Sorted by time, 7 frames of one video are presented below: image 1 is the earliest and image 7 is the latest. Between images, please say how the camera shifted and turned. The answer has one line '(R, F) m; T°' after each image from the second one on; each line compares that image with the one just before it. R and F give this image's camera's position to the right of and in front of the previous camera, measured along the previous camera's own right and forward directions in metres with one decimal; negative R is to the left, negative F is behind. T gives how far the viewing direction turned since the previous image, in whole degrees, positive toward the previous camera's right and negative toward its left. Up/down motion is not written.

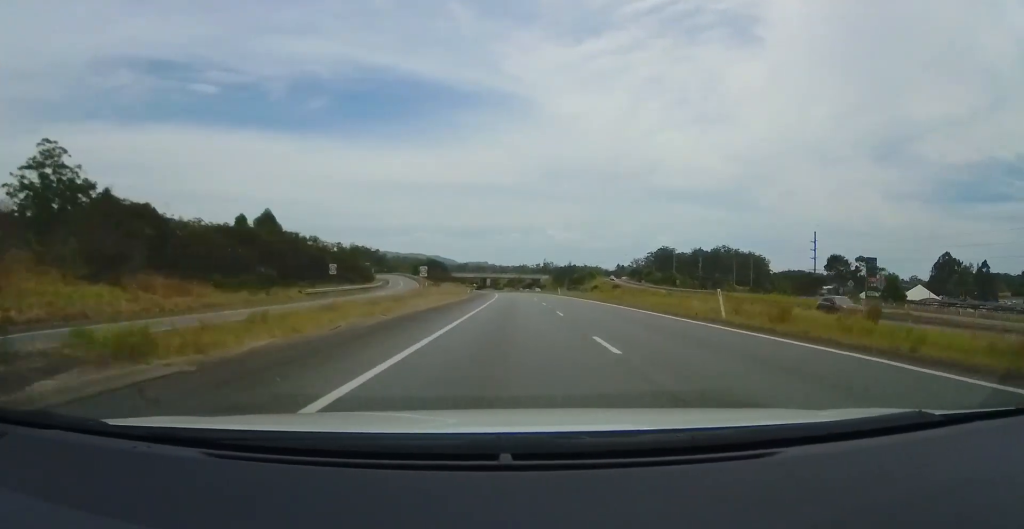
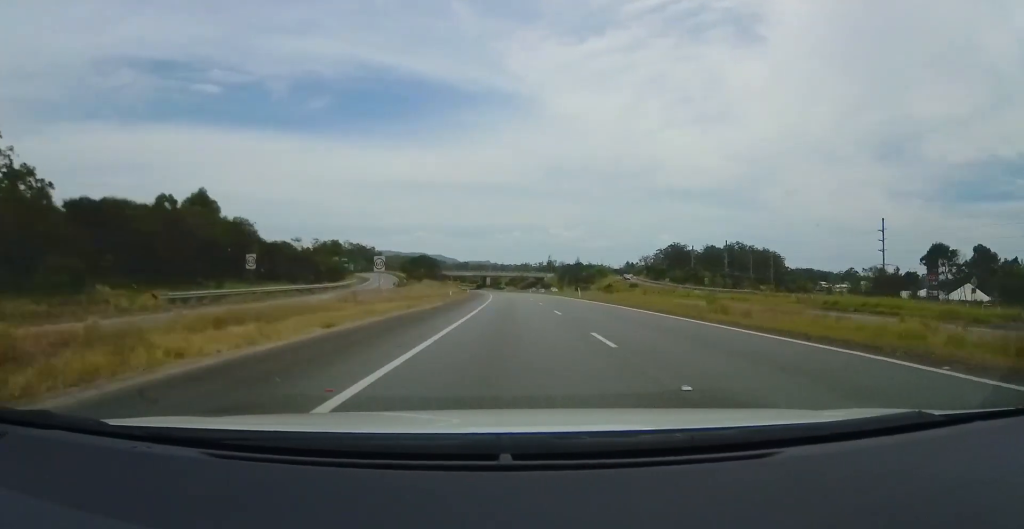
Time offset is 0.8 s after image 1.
(-0.2, +23.0) m; 0°
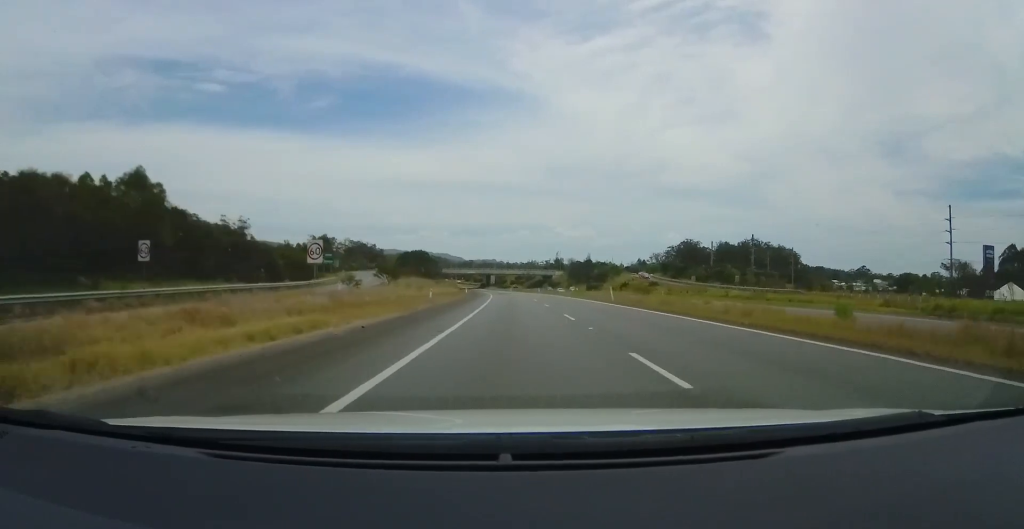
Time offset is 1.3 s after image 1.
(+0.2, +15.8) m; -1°
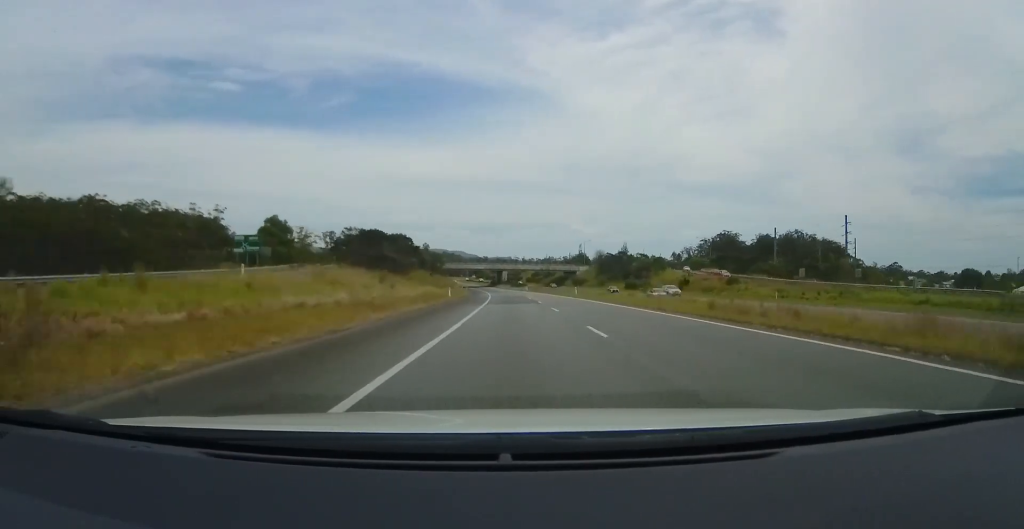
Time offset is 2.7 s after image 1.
(-0.8, +42.2) m; -4°
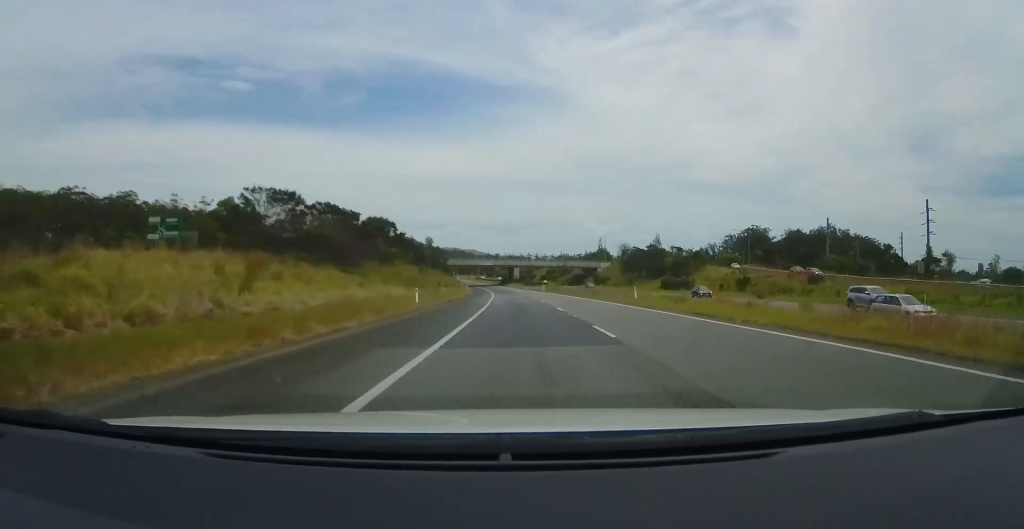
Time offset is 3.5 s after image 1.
(-0.7, +23.9) m; -1°
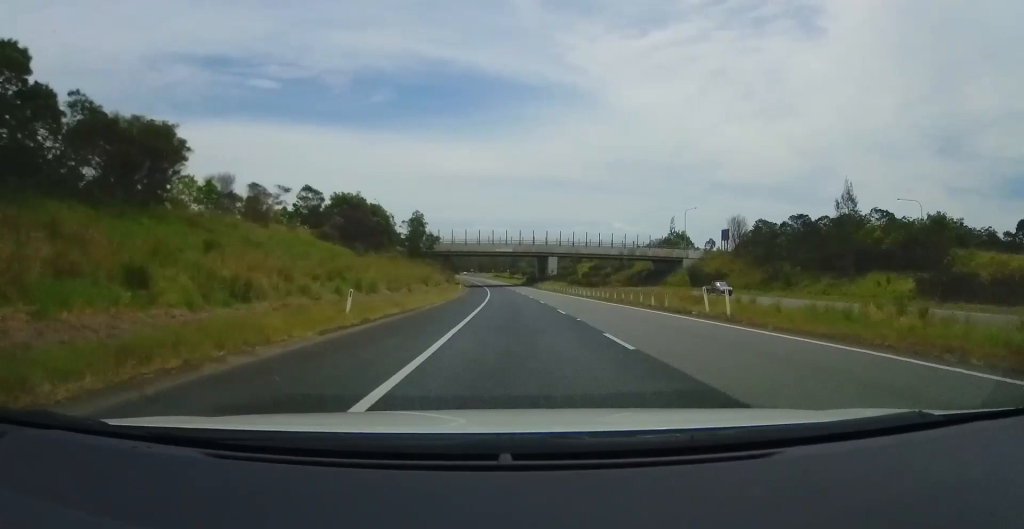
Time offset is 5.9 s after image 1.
(-0.7, +72.9) m; -2°
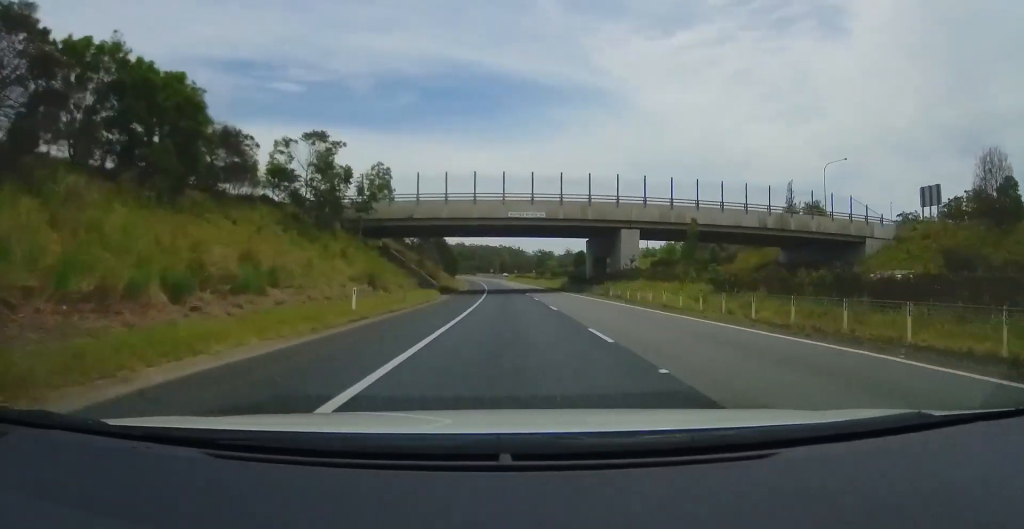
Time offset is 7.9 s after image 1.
(-1.0, +59.8) m; -2°
